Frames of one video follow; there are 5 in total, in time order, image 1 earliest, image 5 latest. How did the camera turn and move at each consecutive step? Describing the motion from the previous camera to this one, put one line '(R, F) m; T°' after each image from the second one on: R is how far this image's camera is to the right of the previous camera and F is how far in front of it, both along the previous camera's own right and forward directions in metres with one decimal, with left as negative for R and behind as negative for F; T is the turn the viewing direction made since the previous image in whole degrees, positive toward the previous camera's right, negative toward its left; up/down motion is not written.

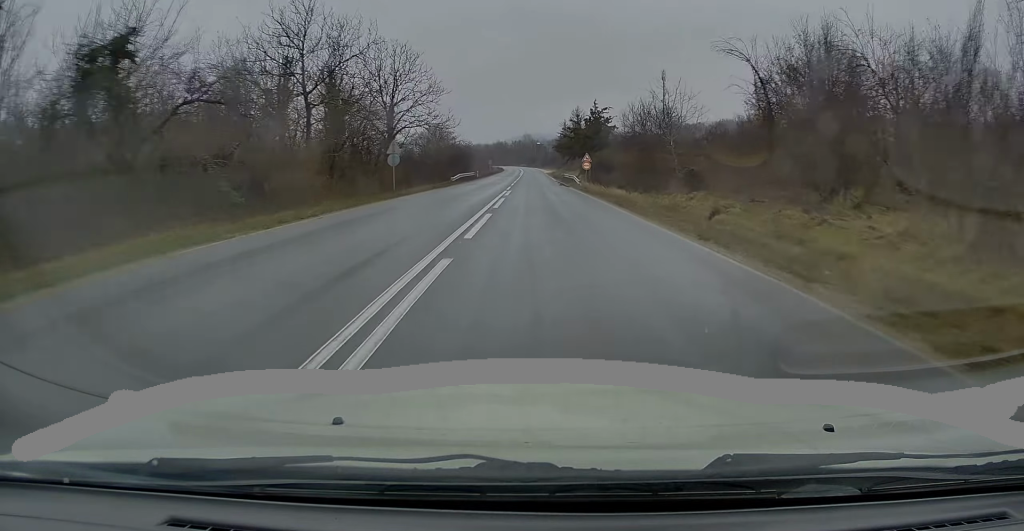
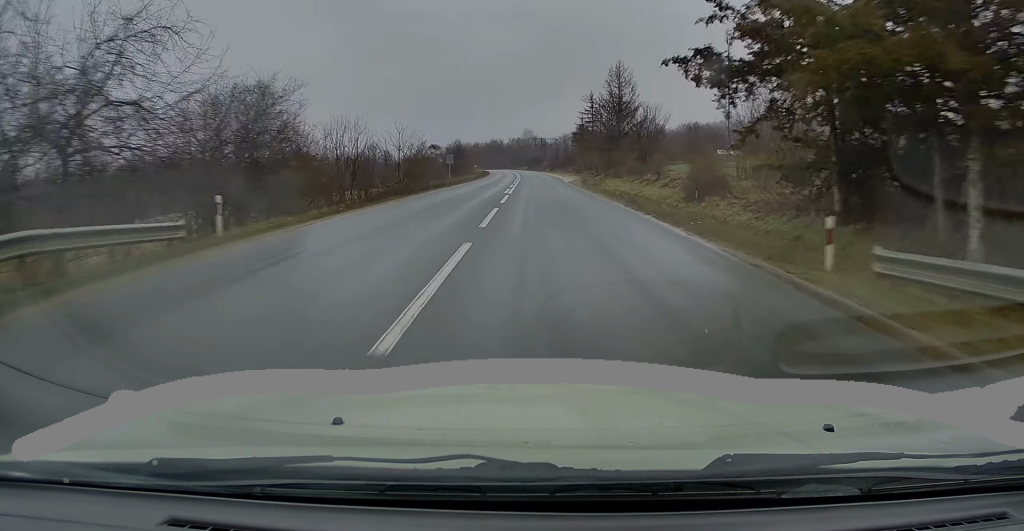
(+0.8, +68.7) m; +1°
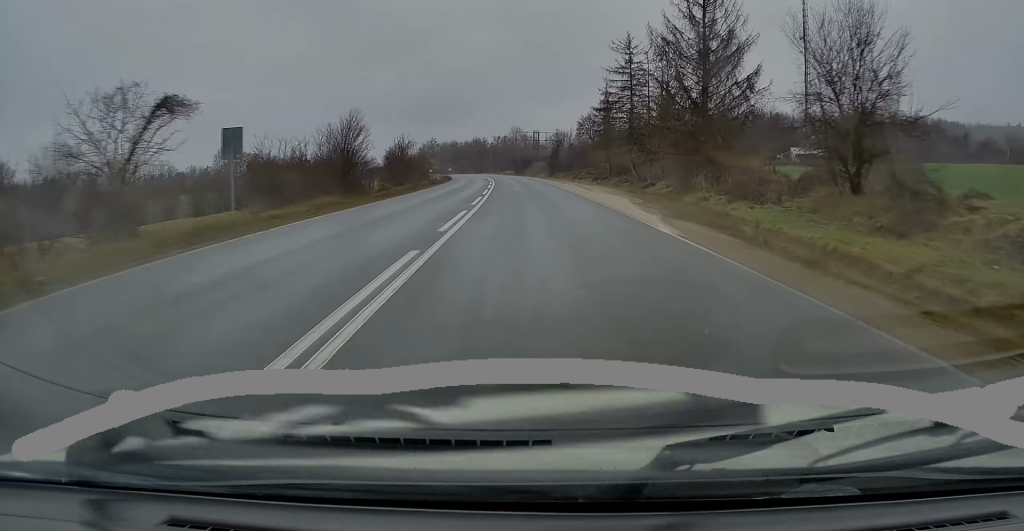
(-0.9, +45.4) m; -1°
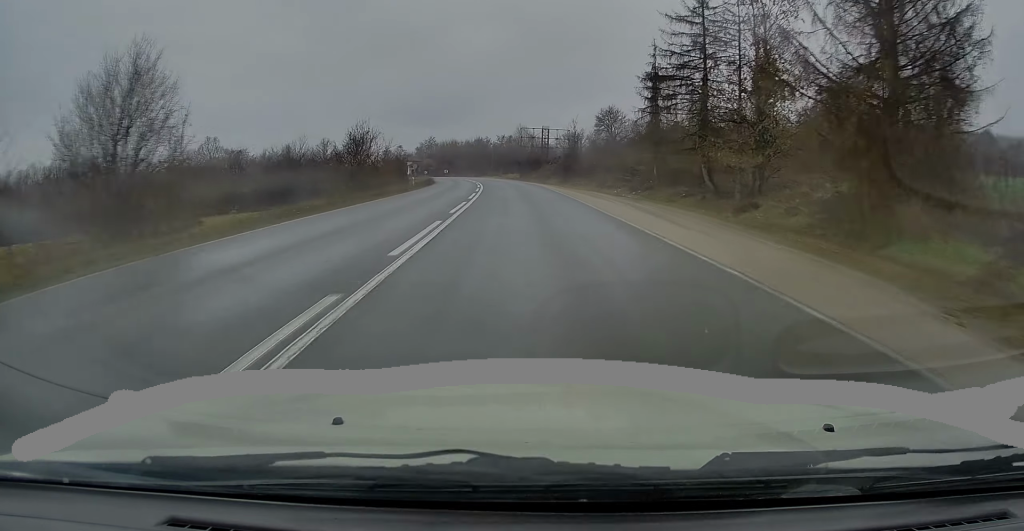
(+0.4, +21.2) m; +1°
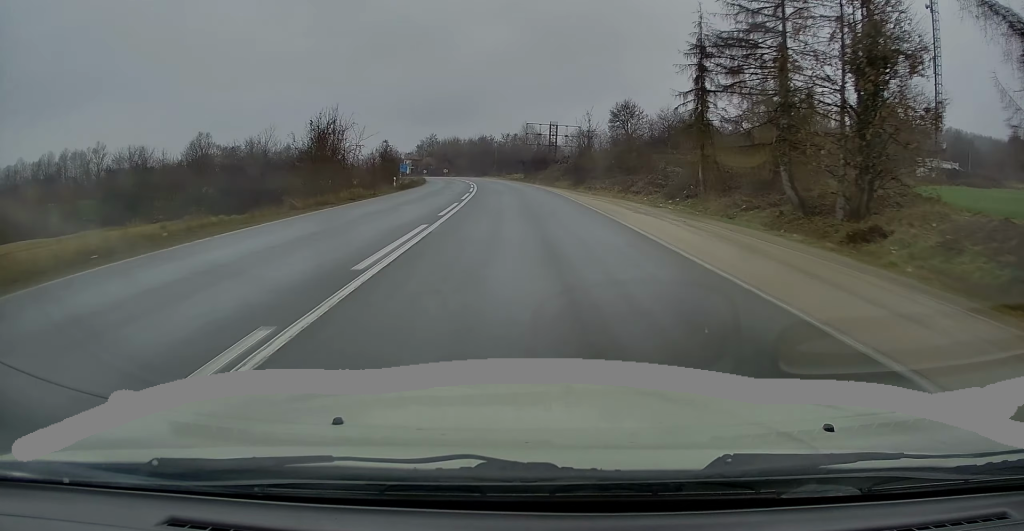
(0.0, +10.3) m; 0°
